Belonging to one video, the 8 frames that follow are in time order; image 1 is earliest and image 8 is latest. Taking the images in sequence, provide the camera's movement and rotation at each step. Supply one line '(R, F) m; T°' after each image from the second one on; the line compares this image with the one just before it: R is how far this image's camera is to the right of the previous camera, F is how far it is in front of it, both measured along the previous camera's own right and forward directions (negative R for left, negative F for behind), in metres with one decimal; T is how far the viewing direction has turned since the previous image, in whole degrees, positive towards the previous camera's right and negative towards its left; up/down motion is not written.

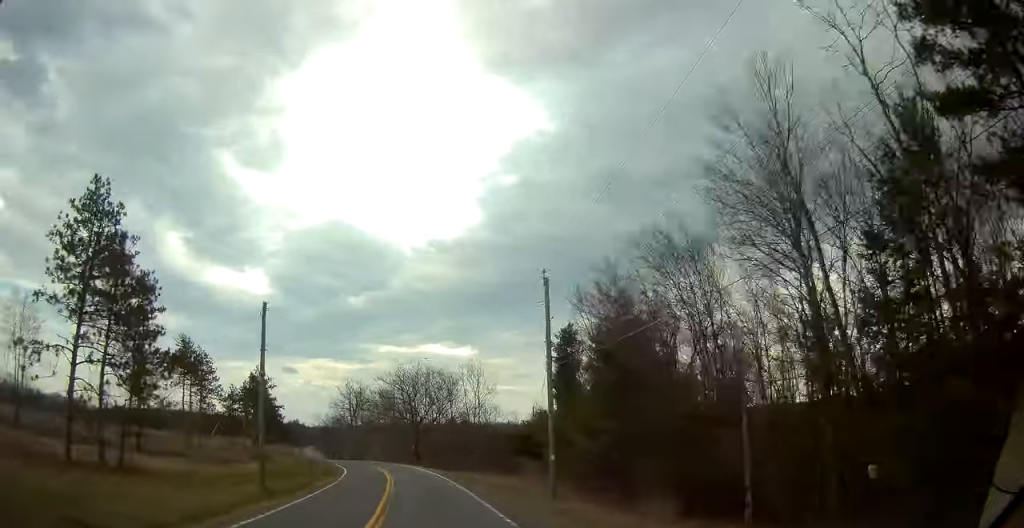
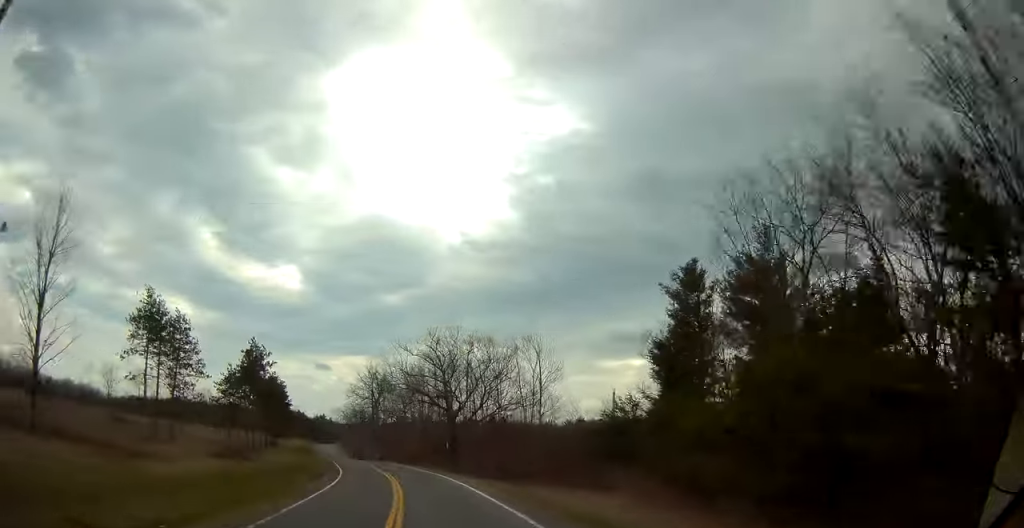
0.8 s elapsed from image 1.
(-0.1, +20.1) m; -2°
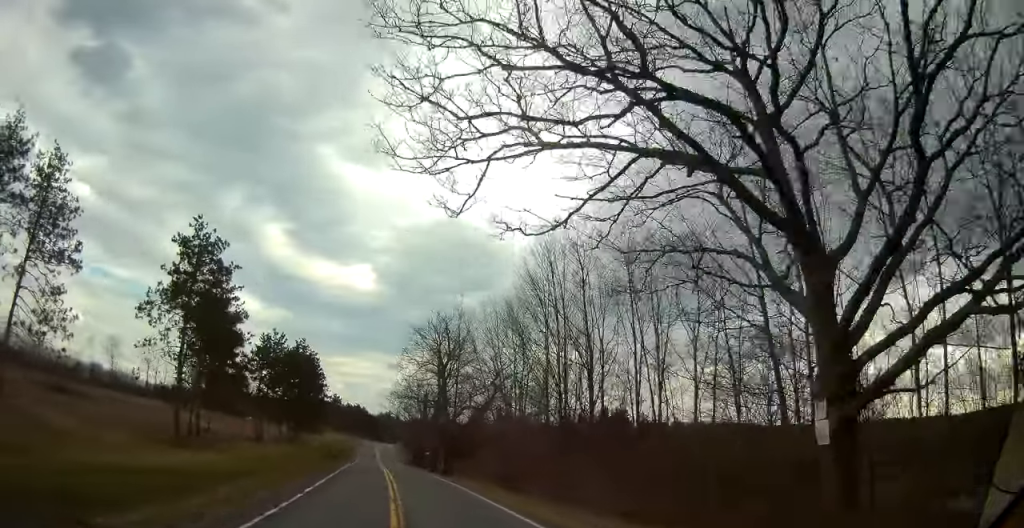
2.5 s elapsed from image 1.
(-2.1, +40.8) m; -7°
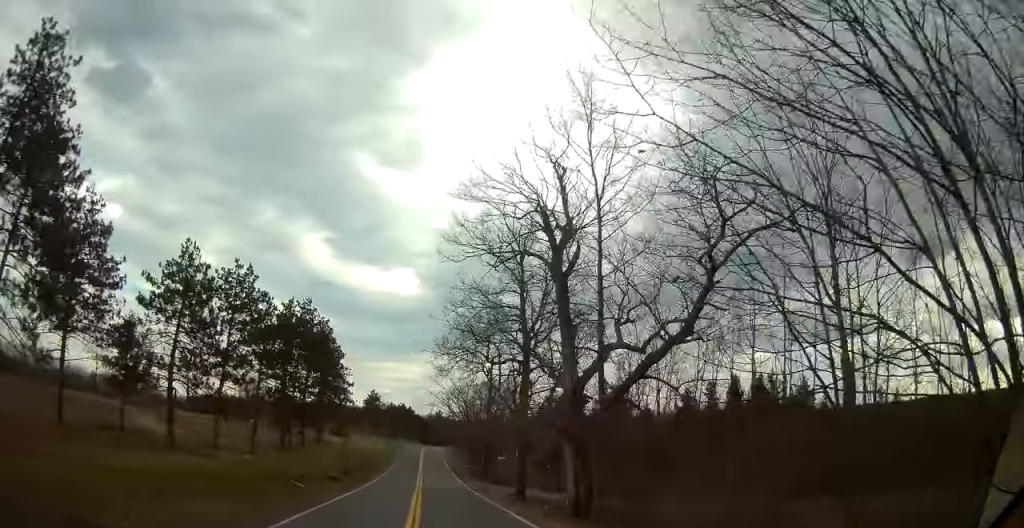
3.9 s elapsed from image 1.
(-1.8, +32.1) m; -3°
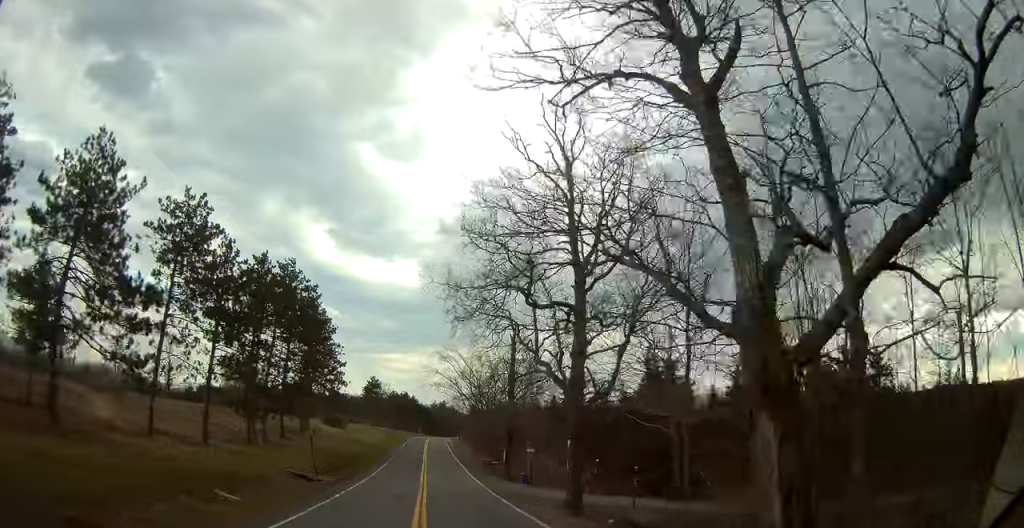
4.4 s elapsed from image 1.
(+0.1, +12.2) m; 0°
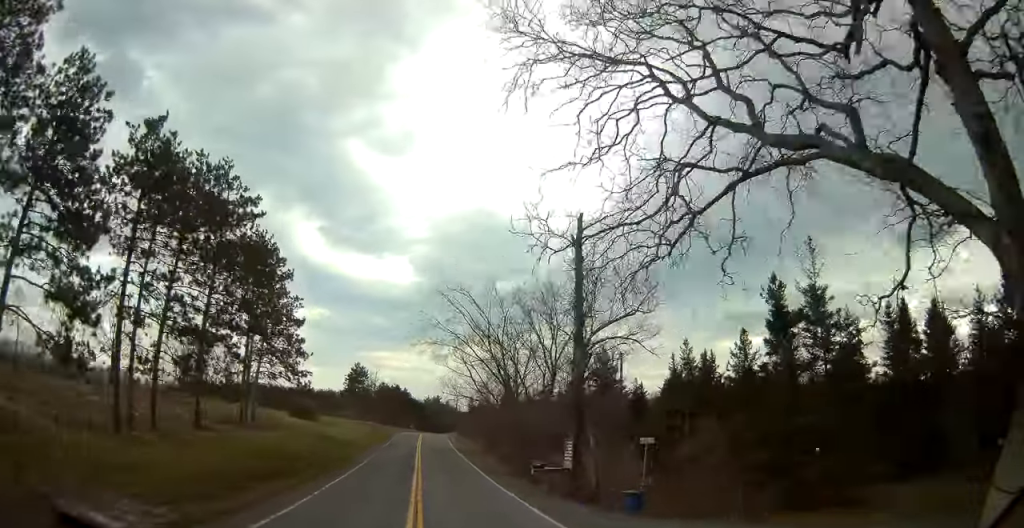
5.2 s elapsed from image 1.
(-0.2, +21.3) m; -1°
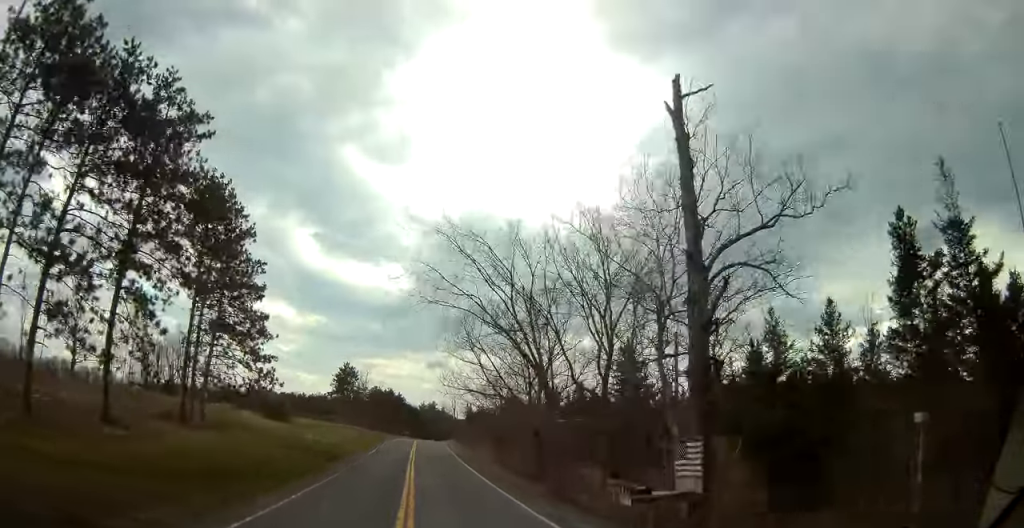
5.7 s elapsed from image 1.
(0.0, +11.5) m; 0°
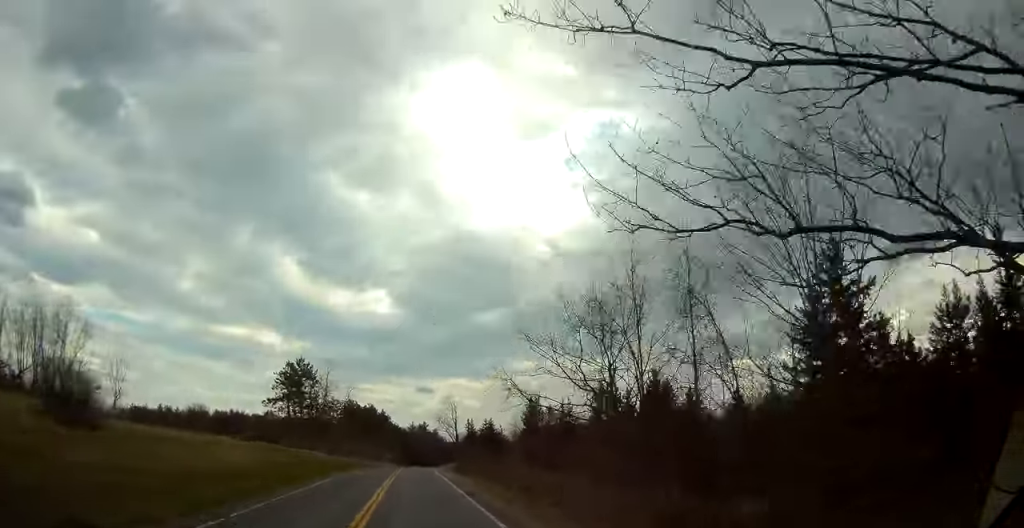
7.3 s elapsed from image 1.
(+0.8, +38.7) m; +2°
